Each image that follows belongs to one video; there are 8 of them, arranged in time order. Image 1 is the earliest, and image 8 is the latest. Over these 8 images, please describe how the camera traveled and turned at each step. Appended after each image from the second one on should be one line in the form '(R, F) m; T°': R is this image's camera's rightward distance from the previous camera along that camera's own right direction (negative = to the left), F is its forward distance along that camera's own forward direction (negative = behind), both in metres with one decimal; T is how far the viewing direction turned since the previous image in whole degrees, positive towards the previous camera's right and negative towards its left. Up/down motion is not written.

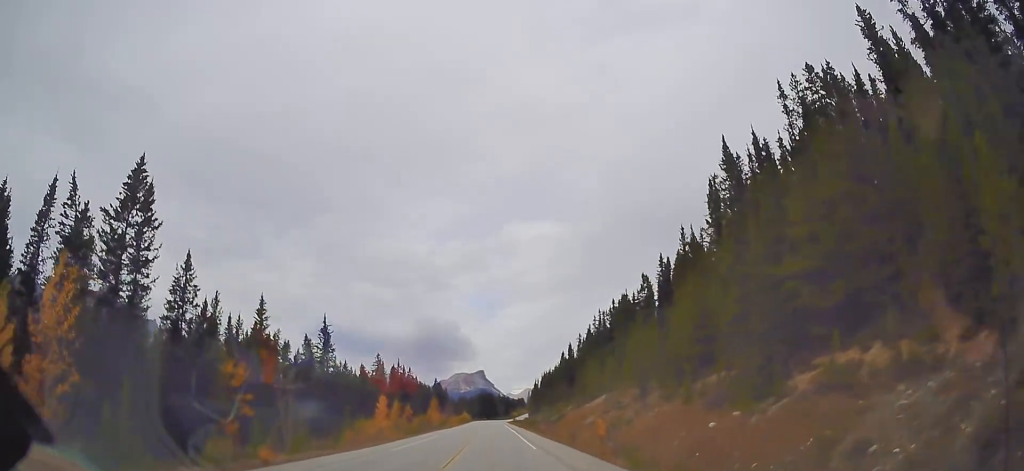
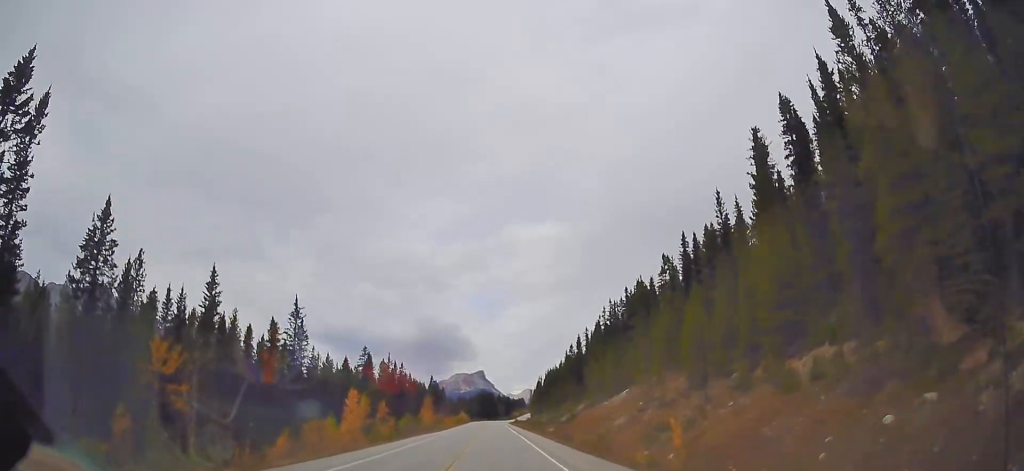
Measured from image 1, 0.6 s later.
(-0.1, +15.0) m; 0°
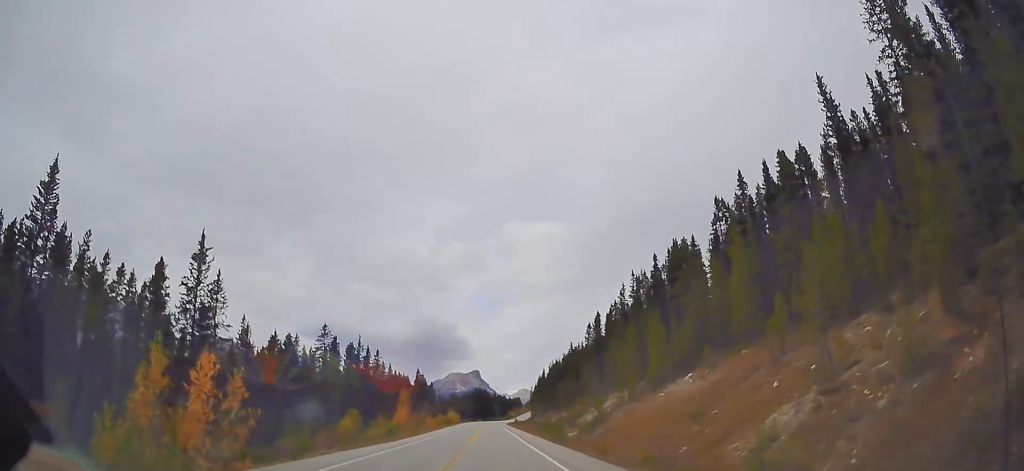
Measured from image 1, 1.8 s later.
(+0.2, +29.8) m; +1°
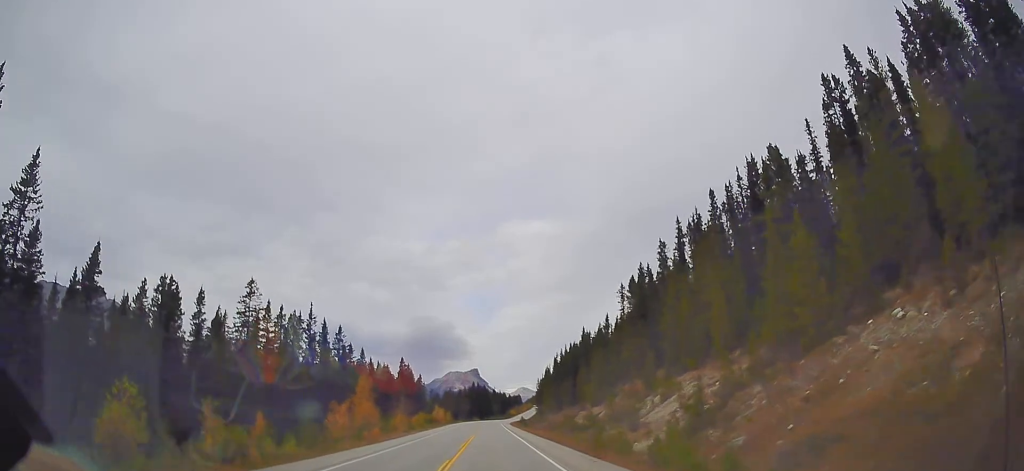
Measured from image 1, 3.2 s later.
(+0.3, +33.8) m; 0°
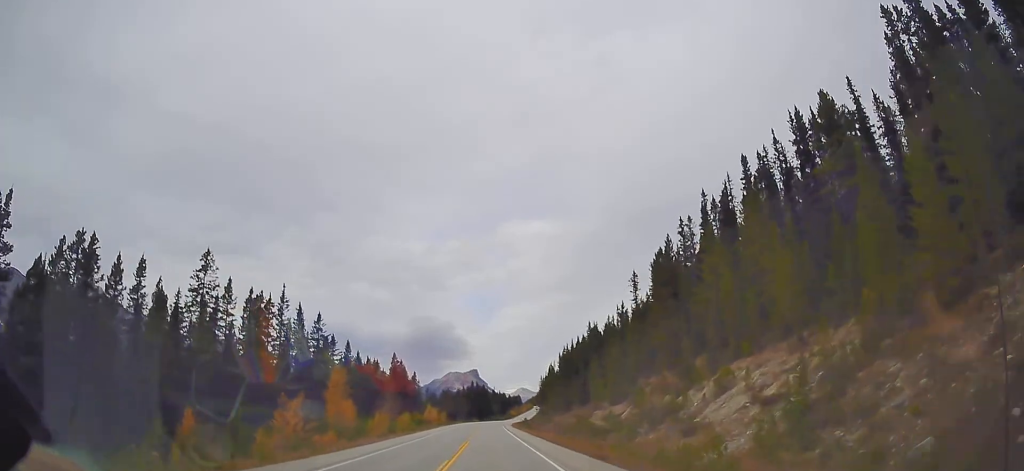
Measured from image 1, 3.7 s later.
(0.0, +12.4) m; 0°
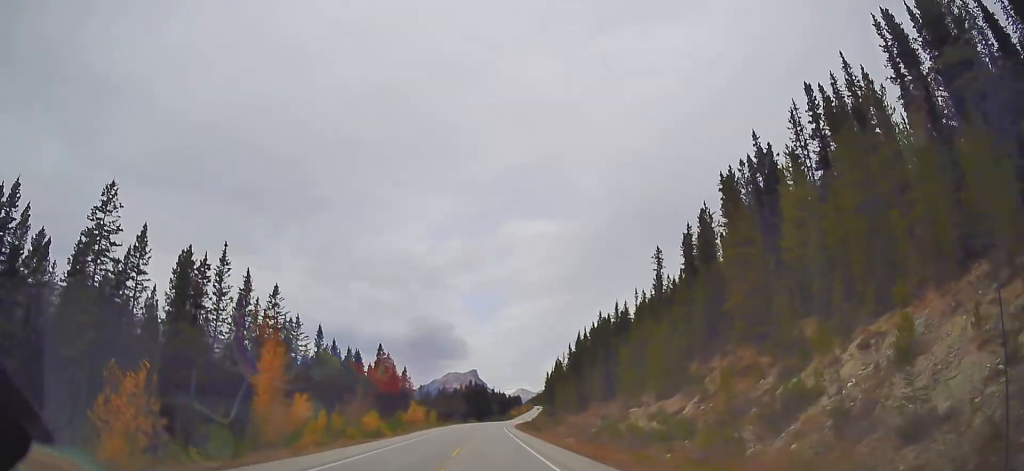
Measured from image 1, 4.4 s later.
(0.0, +19.2) m; 0°
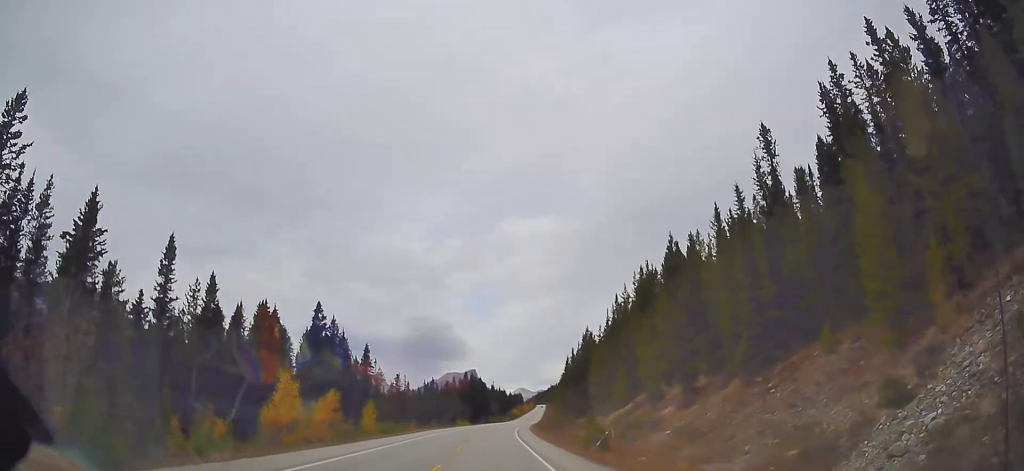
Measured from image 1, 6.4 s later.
(+0.4, +48.9) m; 0°
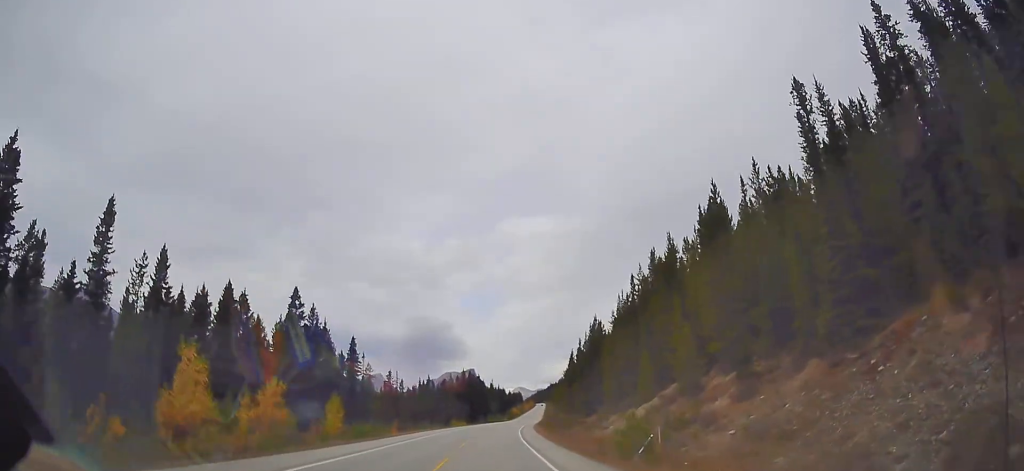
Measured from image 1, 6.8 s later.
(-0.2, +10.0) m; 0°
